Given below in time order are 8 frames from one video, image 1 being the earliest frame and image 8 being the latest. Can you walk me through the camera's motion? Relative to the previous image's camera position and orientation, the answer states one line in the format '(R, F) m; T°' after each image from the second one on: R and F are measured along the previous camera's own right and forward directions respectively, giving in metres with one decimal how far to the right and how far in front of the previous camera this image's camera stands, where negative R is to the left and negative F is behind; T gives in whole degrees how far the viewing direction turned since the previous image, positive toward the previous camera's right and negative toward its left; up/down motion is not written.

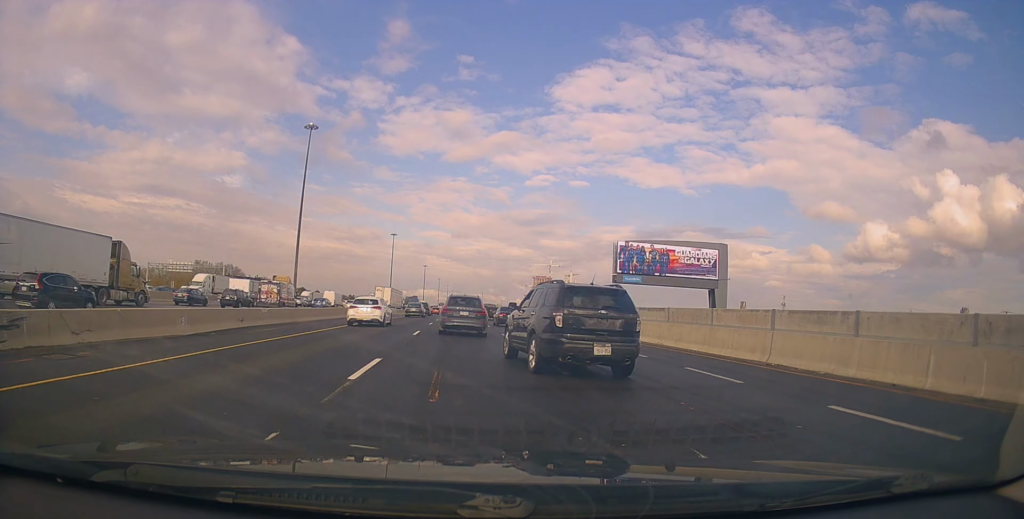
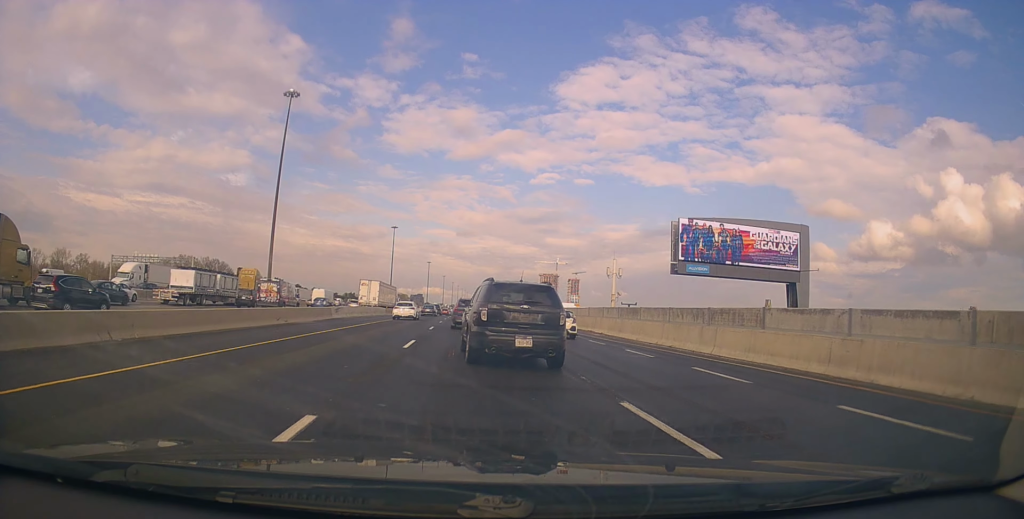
(+0.1, +18.8) m; 0°
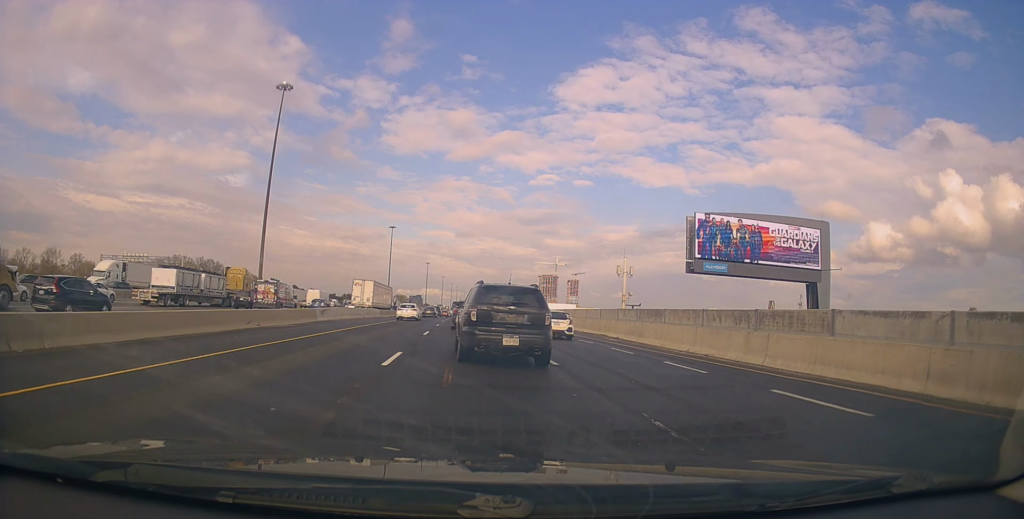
(+0.1, +4.3) m; -1°
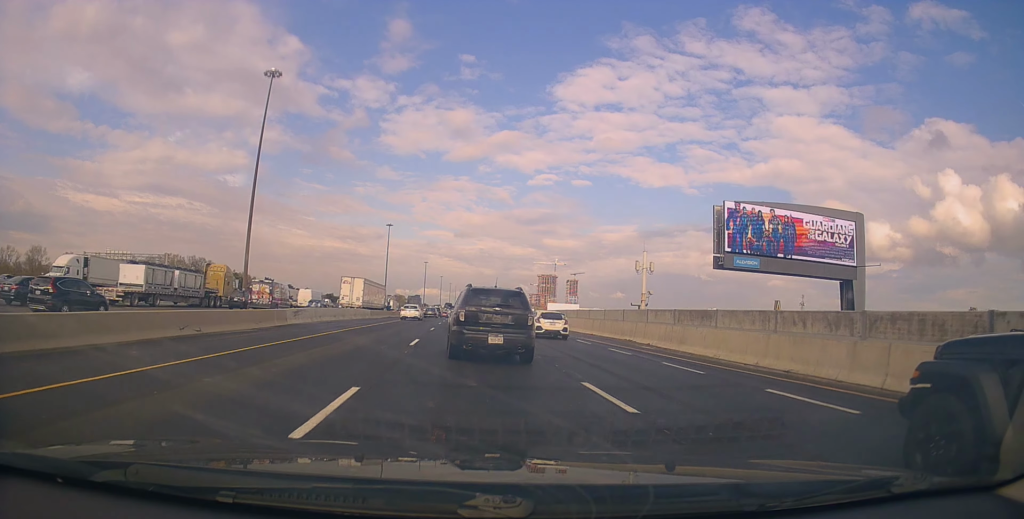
(-0.4, +6.1) m; -2°
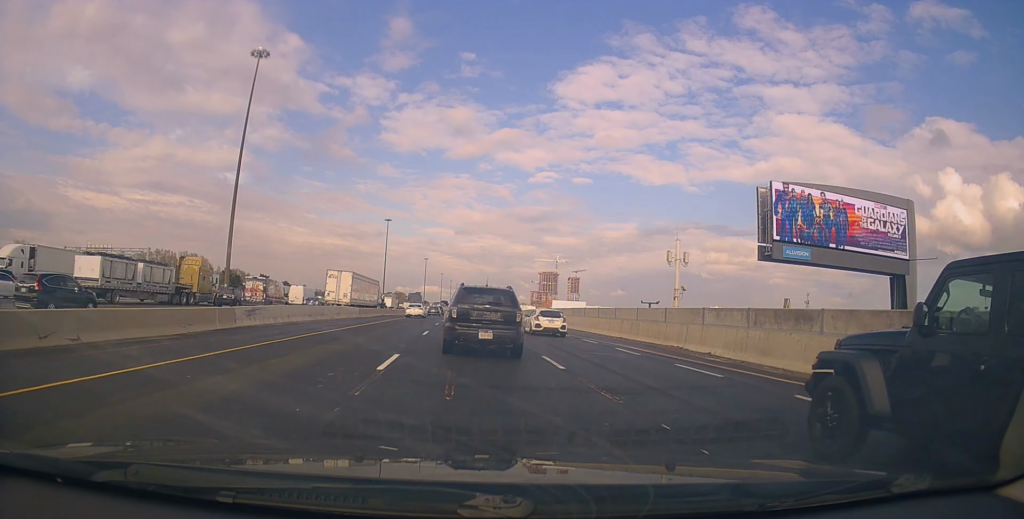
(0.0, +7.1) m; +1°
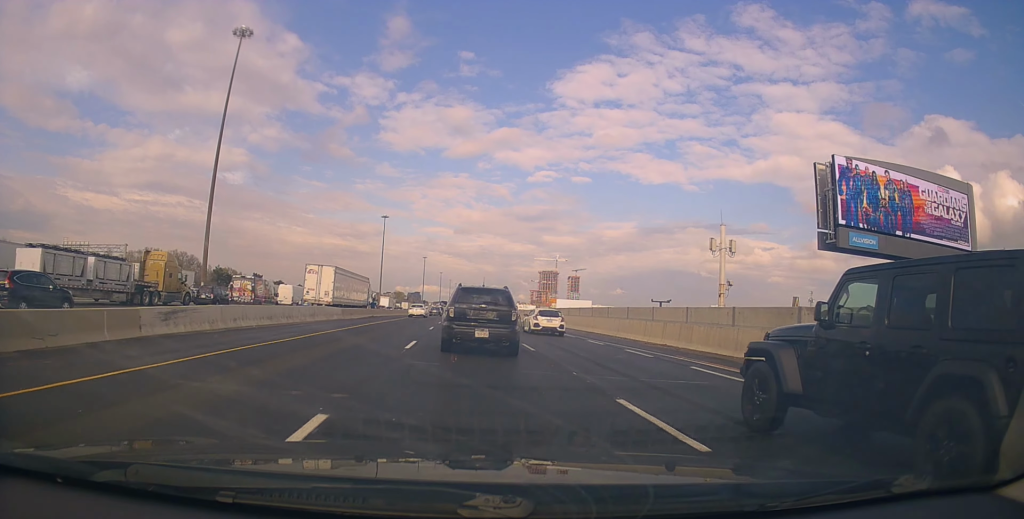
(+0.1, +7.3) m; +1°
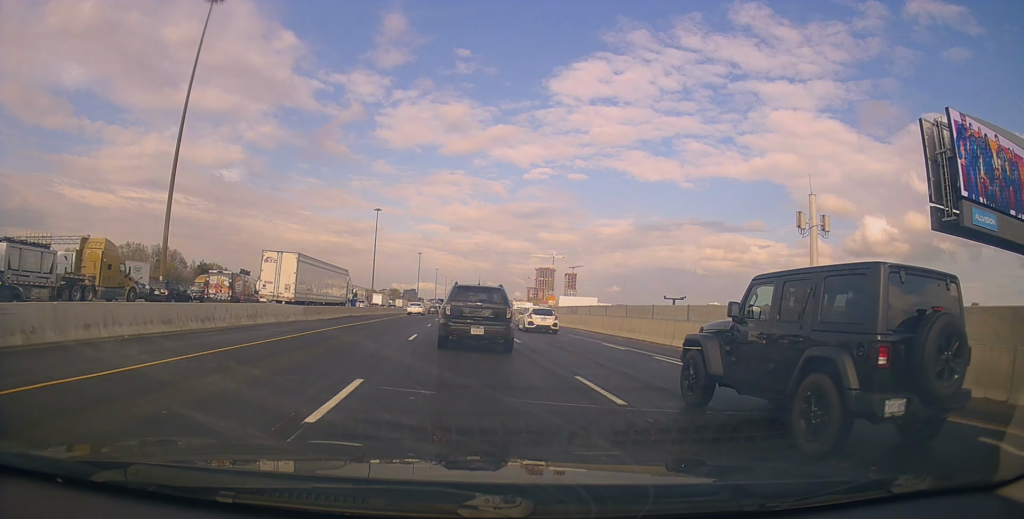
(+0.1, +10.0) m; 0°
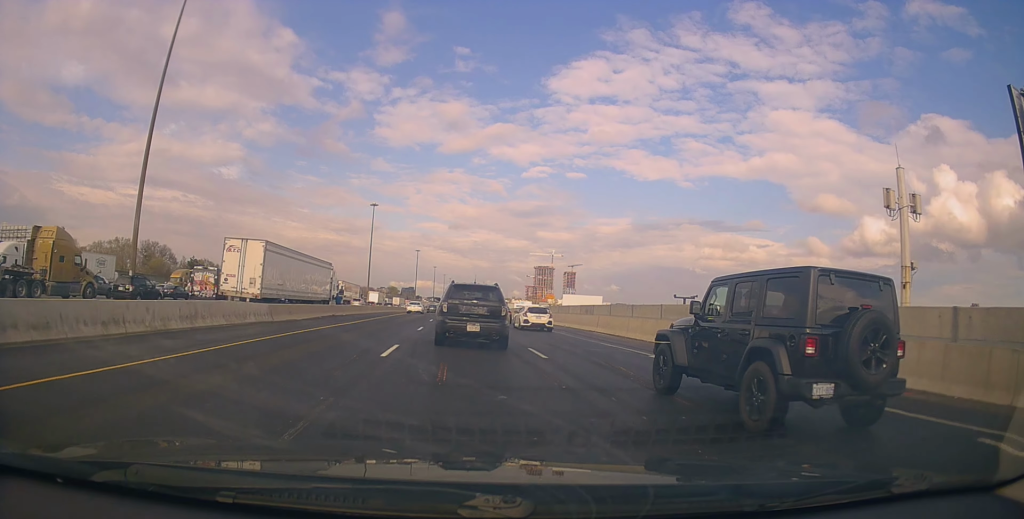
(0.0, +6.3) m; -2°
